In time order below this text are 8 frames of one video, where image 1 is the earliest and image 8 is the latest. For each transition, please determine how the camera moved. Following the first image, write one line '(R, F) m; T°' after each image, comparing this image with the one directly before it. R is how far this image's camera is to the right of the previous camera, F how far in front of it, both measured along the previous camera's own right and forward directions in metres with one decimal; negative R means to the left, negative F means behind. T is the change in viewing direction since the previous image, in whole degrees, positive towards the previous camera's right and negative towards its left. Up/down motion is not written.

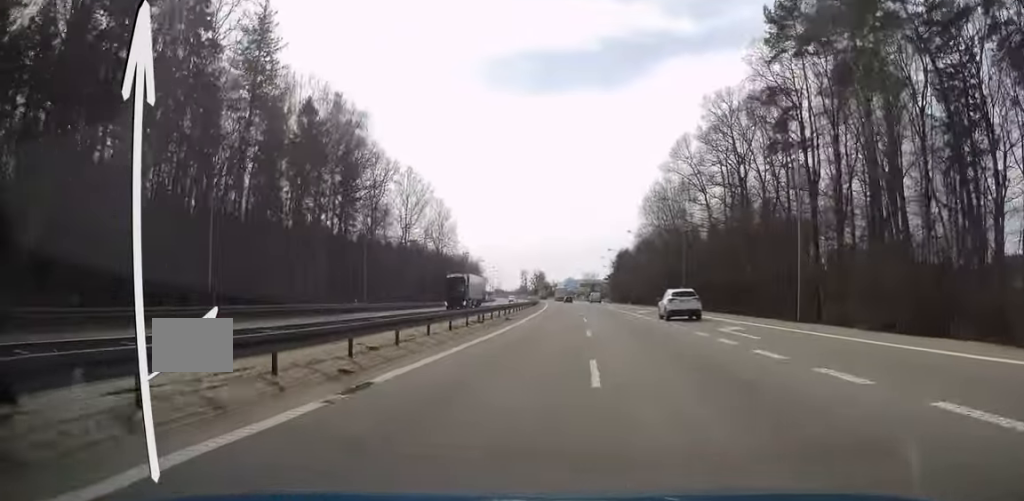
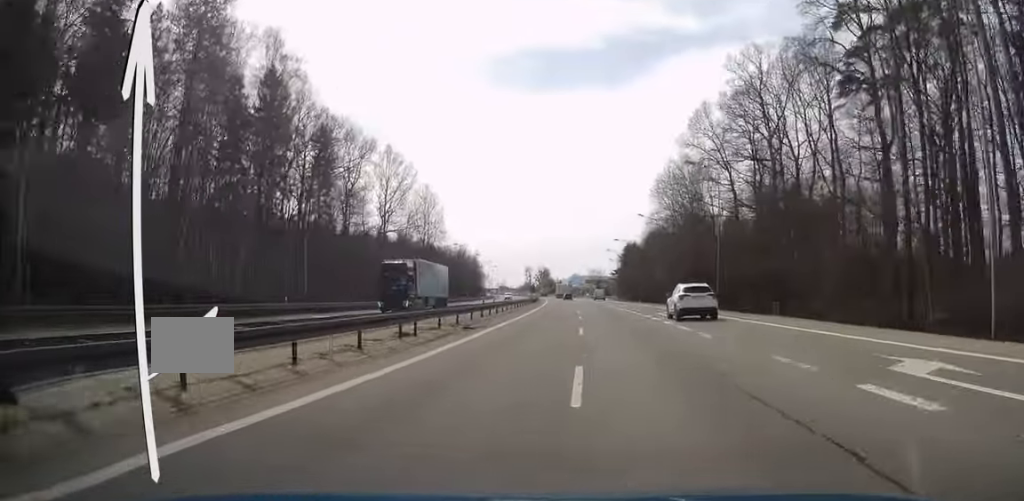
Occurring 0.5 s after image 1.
(0.0, +14.6) m; 0°
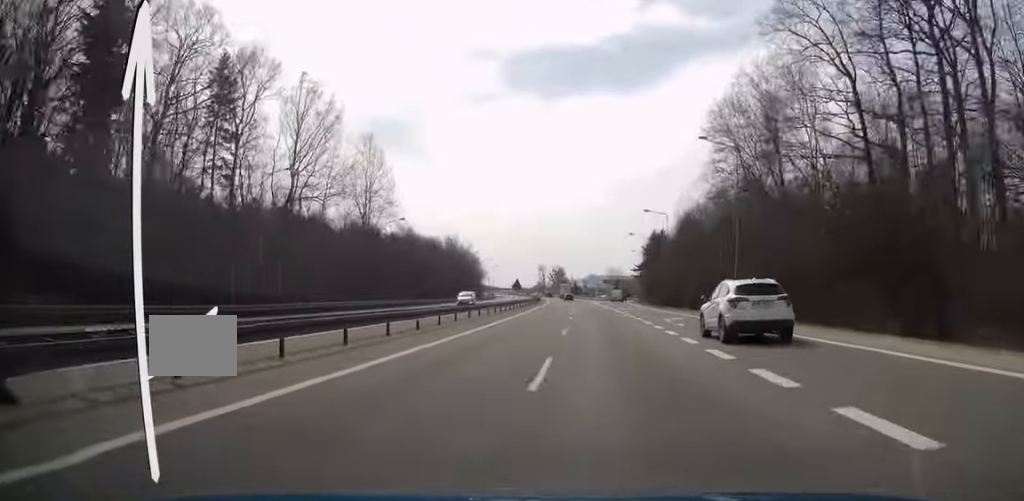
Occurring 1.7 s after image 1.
(-0.4, +37.1) m; -2°
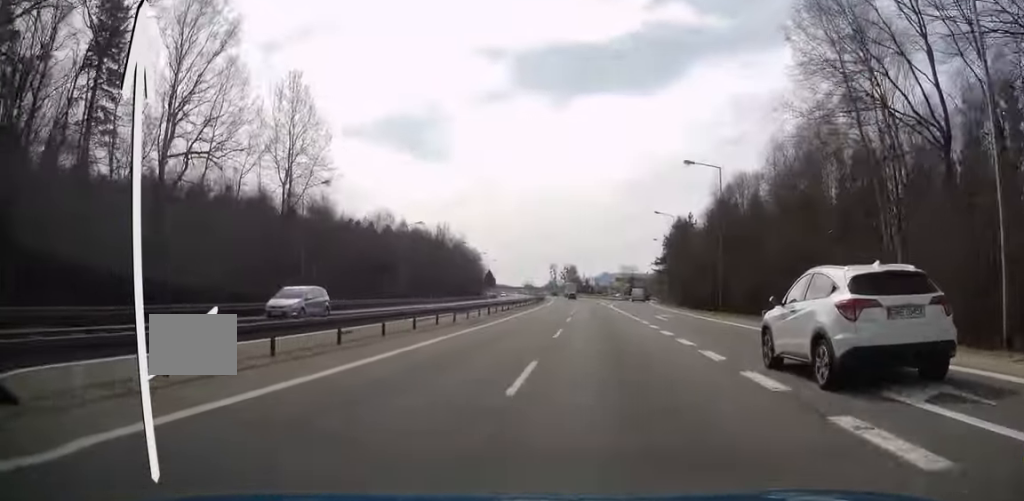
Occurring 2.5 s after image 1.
(-0.3, +24.1) m; -1°
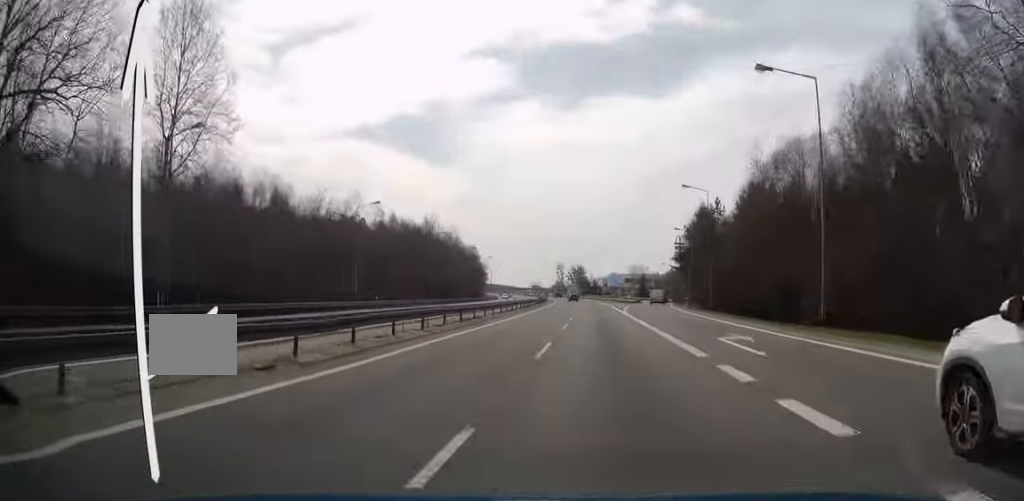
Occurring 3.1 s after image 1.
(-0.2, +18.5) m; -1°
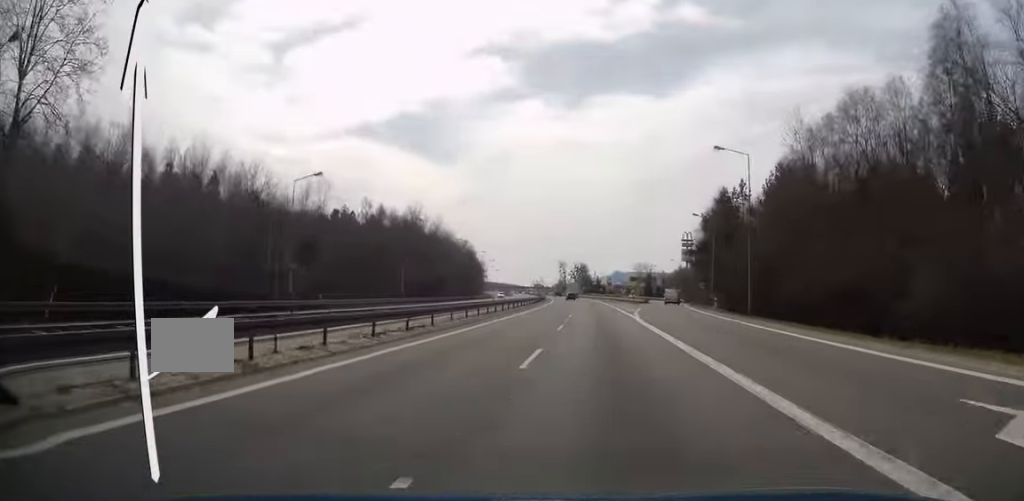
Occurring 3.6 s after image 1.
(0.0, +14.0) m; 0°
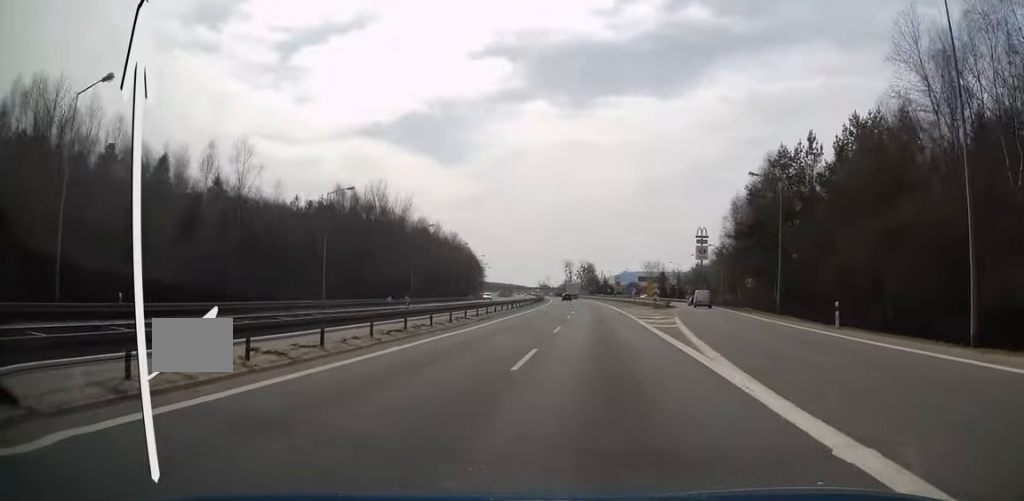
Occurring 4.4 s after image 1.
(-0.2, +24.1) m; -1°
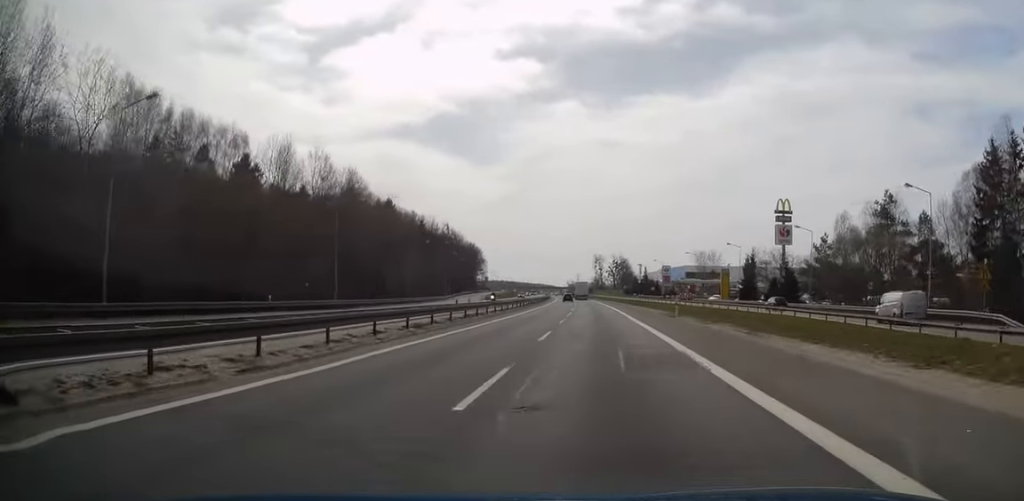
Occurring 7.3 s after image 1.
(-1.8, +87.4) m; -3°
